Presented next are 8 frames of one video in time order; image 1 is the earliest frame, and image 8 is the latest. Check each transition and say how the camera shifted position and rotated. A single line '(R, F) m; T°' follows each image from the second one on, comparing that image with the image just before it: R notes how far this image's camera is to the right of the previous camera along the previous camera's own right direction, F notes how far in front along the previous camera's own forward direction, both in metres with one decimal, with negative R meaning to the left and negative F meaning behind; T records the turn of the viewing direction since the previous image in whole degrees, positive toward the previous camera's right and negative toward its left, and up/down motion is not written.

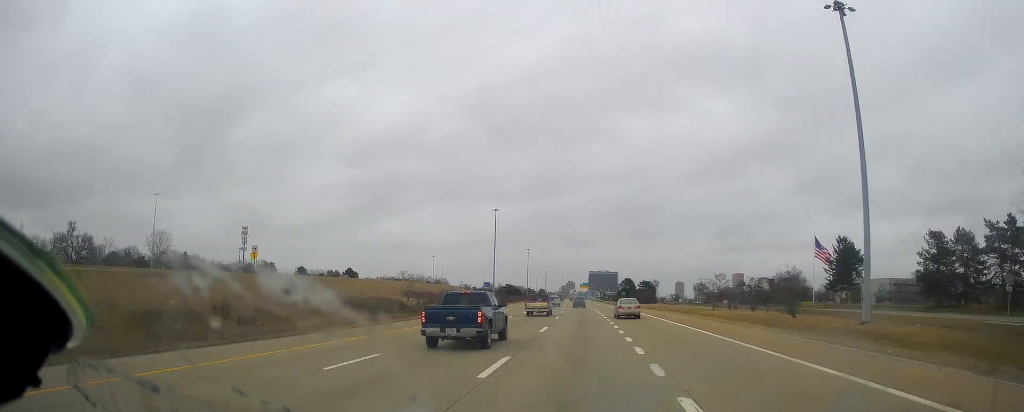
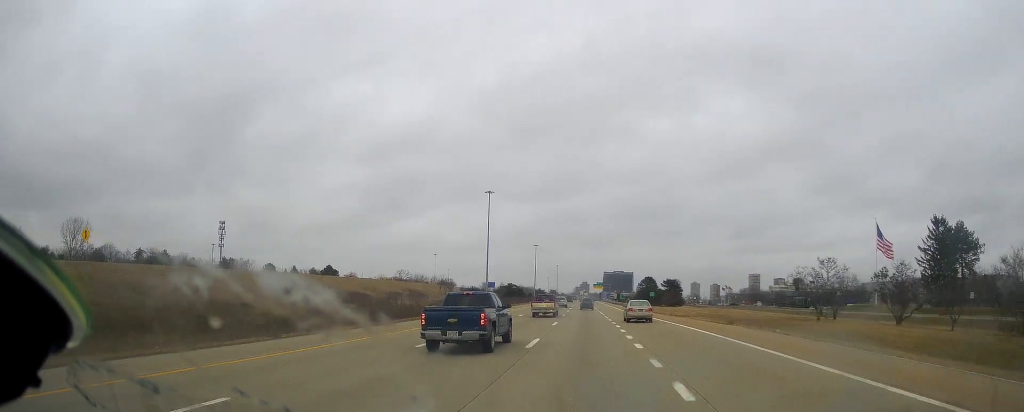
(-0.5, +39.3) m; -2°
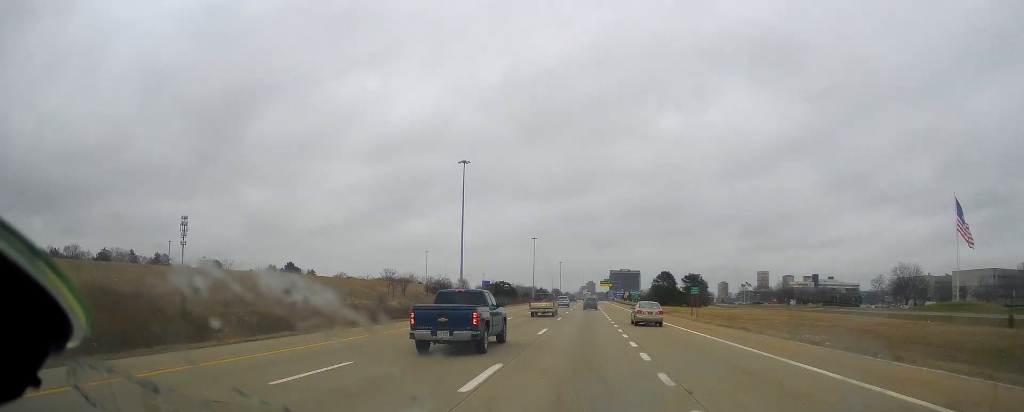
(-0.7, +39.9) m; 0°
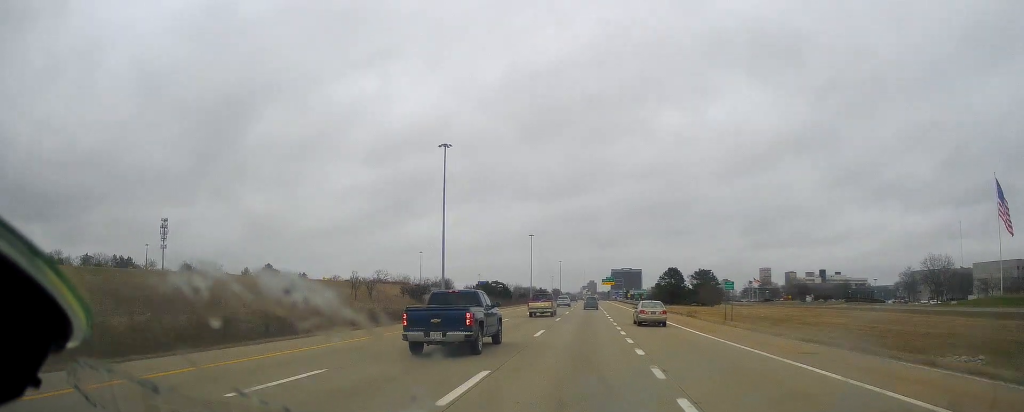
(+0.1, +16.8) m; +1°
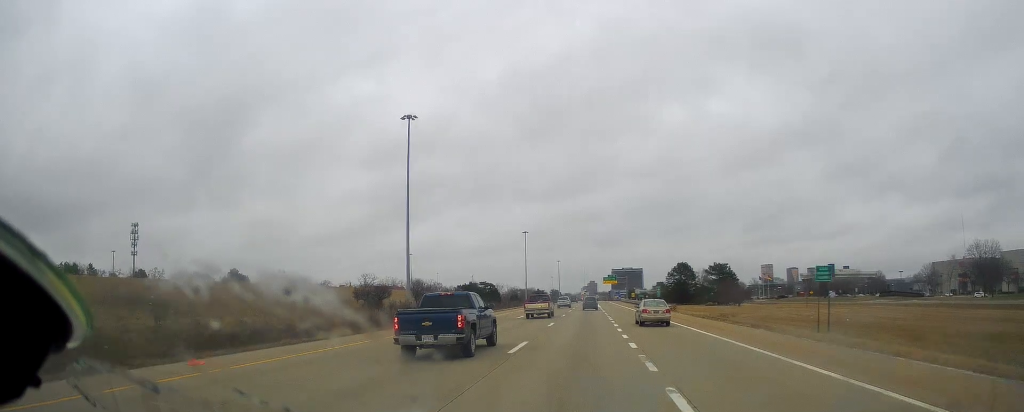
(0.0, +21.7) m; -1°
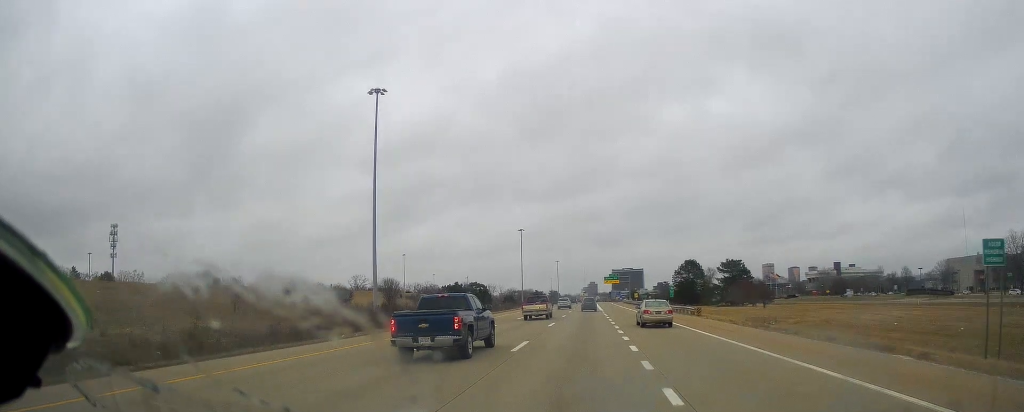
(0.0, +14.4) m; 0°
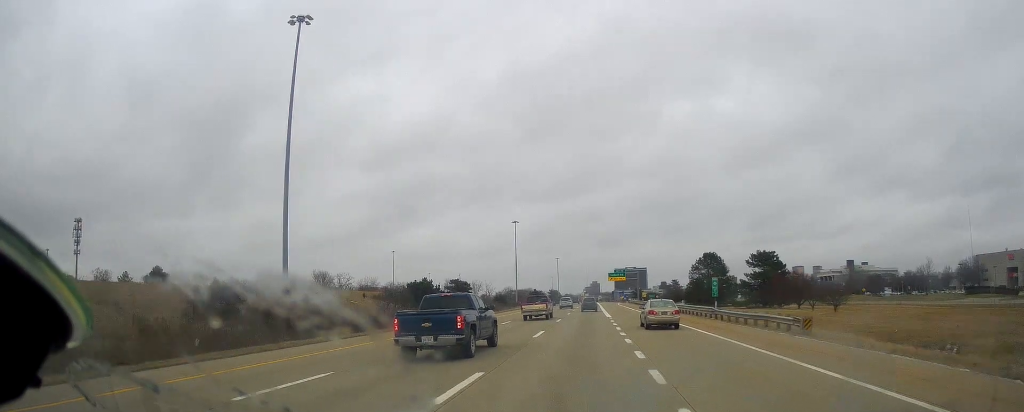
(-0.5, +24.8) m; 0°
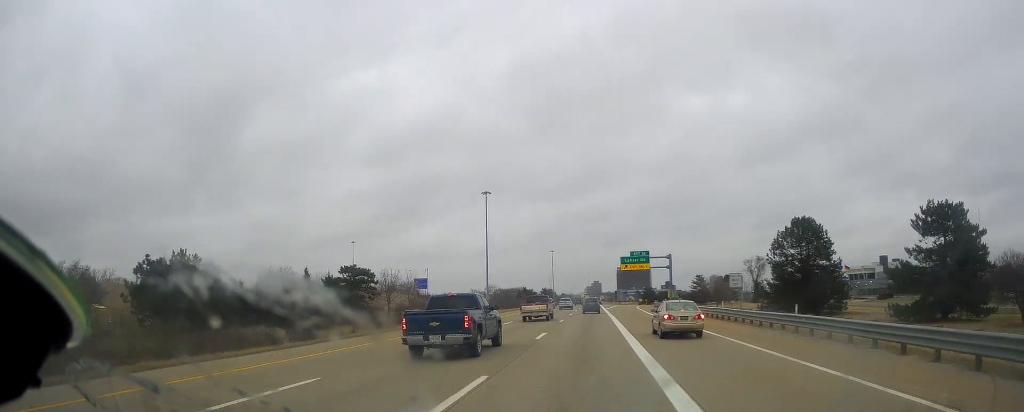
(0.0, +62.2) m; -1°
